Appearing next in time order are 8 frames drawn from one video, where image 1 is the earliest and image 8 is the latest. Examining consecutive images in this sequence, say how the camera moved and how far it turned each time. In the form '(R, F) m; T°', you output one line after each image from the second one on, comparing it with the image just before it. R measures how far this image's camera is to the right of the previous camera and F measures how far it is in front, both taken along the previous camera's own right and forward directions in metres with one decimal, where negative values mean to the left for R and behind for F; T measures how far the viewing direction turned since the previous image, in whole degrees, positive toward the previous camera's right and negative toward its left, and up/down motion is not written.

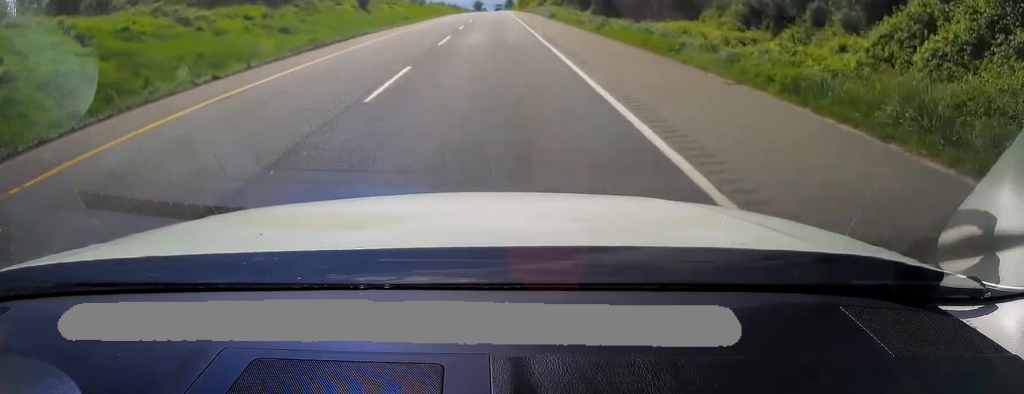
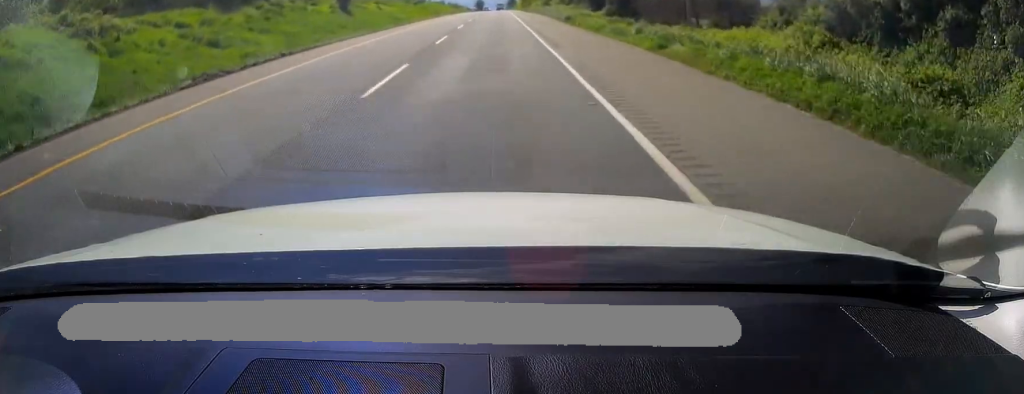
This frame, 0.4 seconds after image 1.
(-0.1, +12.8) m; 0°
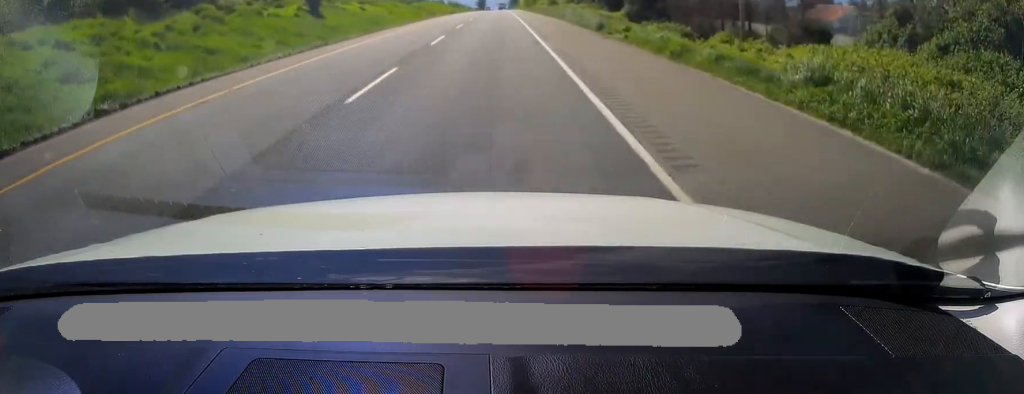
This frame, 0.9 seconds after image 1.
(-0.1, +13.8) m; 0°
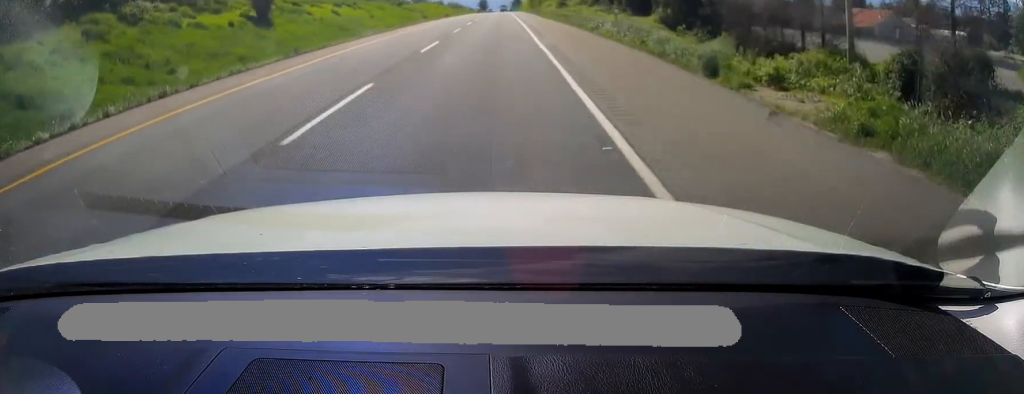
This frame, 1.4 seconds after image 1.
(-0.1, +15.6) m; 0°
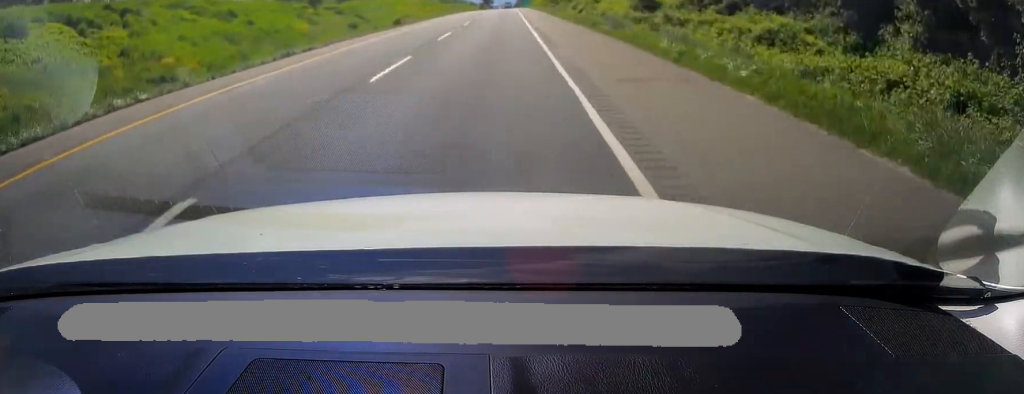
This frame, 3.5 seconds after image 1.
(-0.8, +60.8) m; -1°
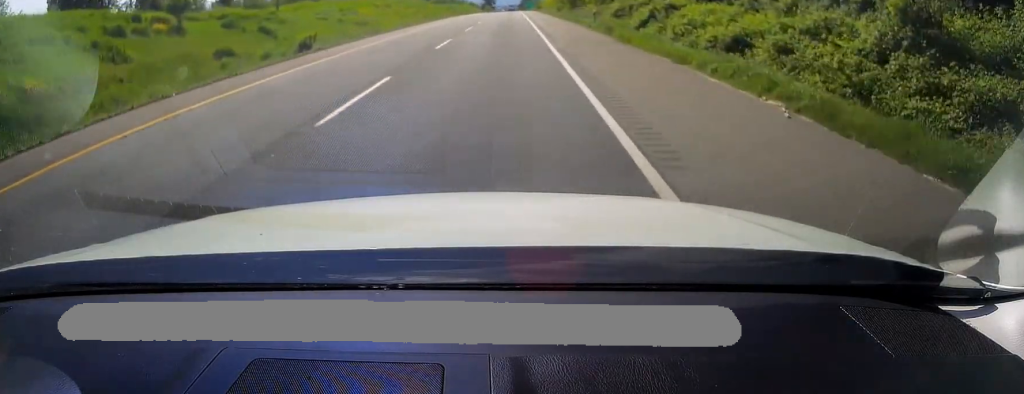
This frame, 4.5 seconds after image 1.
(+0.2, +30.6) m; 0°
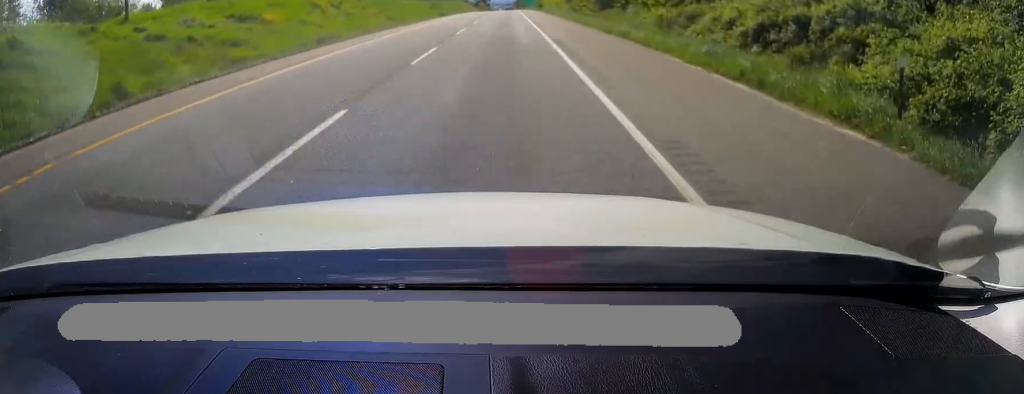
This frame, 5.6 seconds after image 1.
(-0.1, +30.5) m; 0°
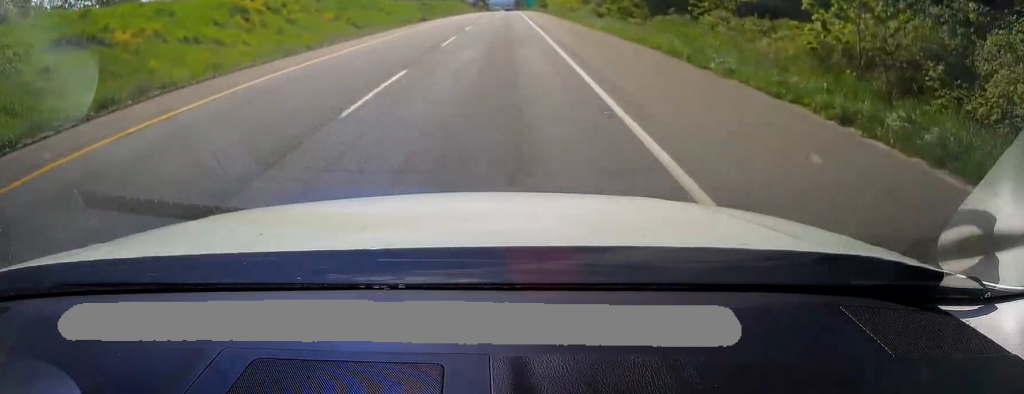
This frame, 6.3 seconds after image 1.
(-0.3, +20.7) m; 0°
